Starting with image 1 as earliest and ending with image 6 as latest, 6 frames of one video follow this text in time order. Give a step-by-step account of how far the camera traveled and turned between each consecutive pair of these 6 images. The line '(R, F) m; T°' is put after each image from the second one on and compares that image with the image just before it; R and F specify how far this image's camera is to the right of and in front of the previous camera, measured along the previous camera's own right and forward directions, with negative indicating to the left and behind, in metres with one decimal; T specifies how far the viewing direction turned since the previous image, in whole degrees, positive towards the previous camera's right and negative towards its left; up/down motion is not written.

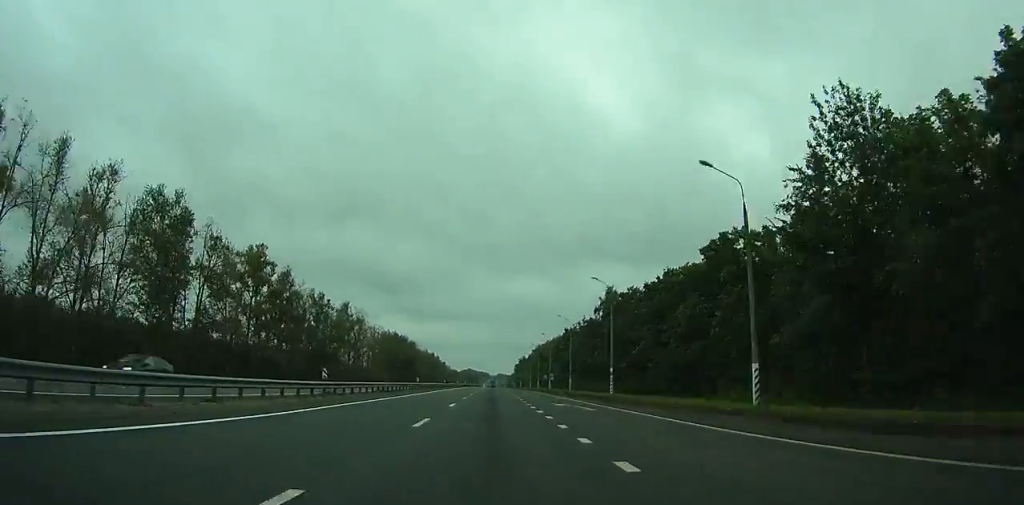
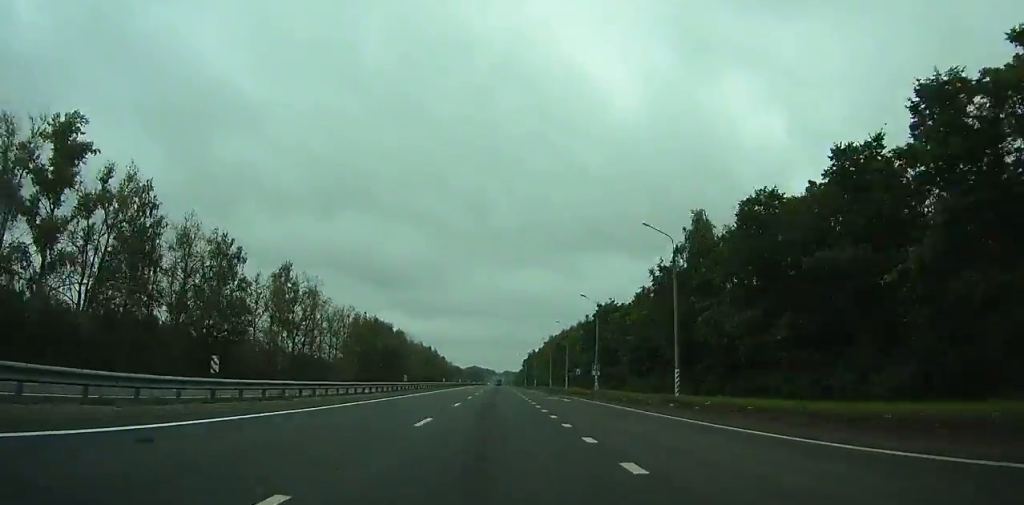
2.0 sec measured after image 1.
(-0.1, +48.5) m; 0°
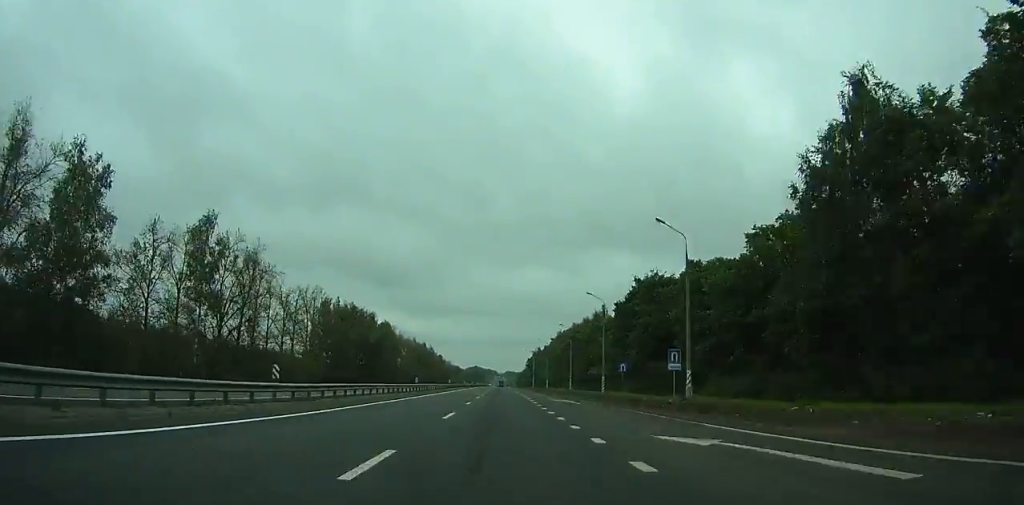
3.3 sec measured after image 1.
(0.0, +31.9) m; 0°
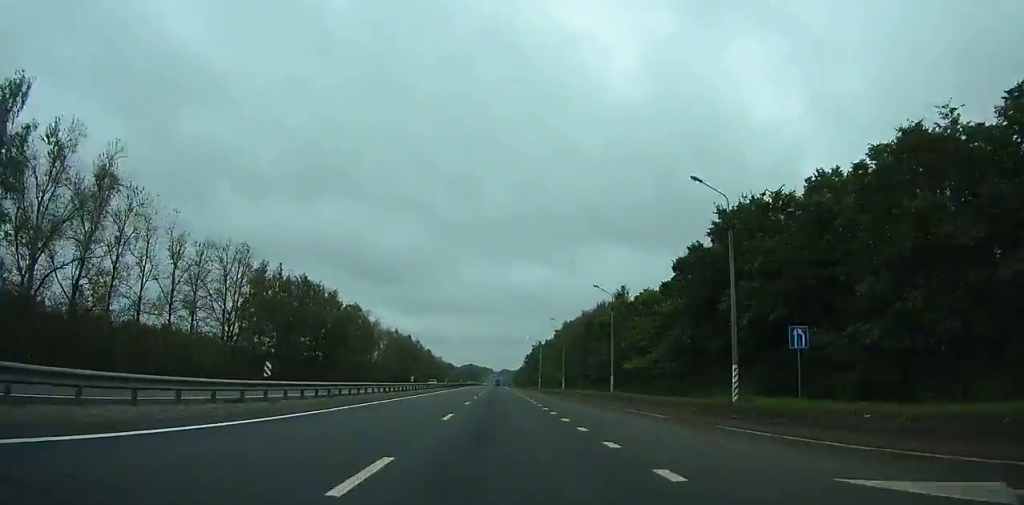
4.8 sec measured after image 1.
(-0.1, +36.9) m; 0°
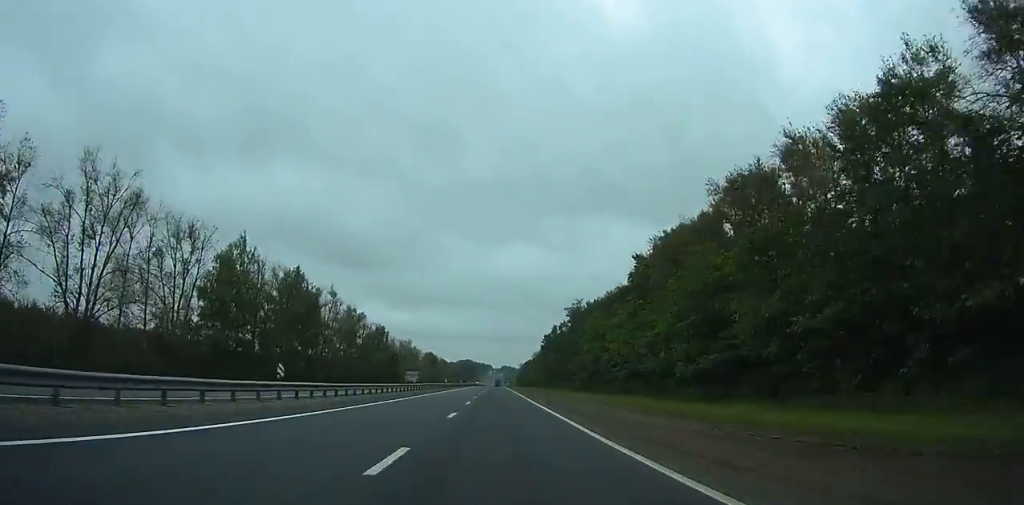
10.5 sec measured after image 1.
(+0.8, +142.6) m; +1°
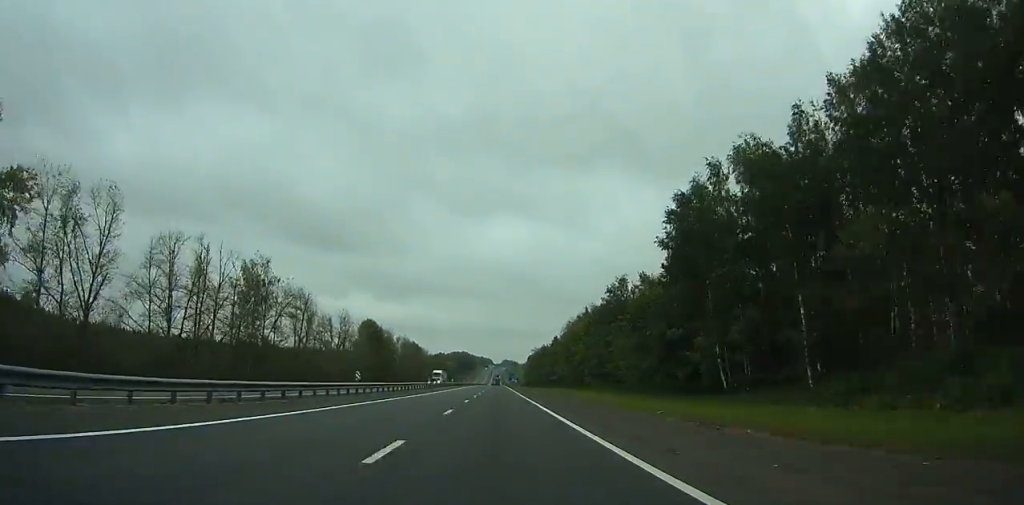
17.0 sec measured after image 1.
(-0.6, +166.9) m; -1°
